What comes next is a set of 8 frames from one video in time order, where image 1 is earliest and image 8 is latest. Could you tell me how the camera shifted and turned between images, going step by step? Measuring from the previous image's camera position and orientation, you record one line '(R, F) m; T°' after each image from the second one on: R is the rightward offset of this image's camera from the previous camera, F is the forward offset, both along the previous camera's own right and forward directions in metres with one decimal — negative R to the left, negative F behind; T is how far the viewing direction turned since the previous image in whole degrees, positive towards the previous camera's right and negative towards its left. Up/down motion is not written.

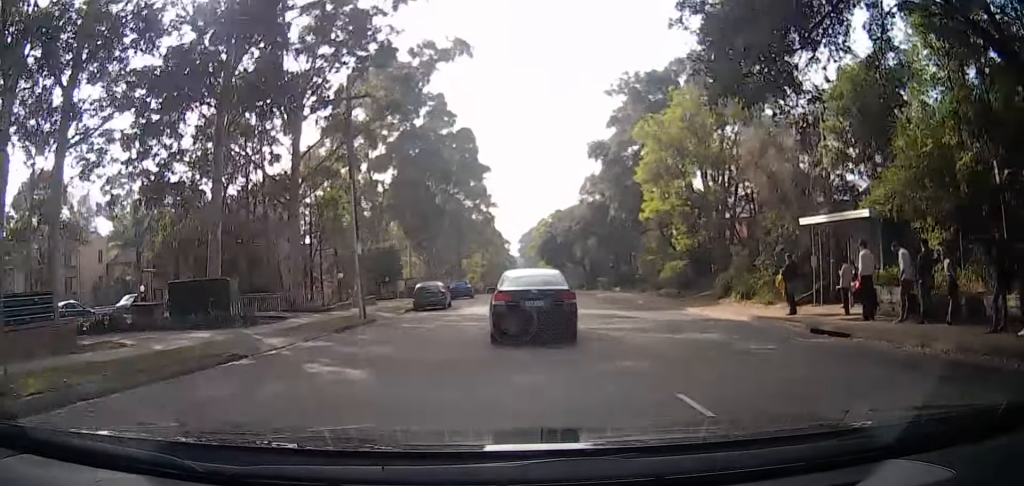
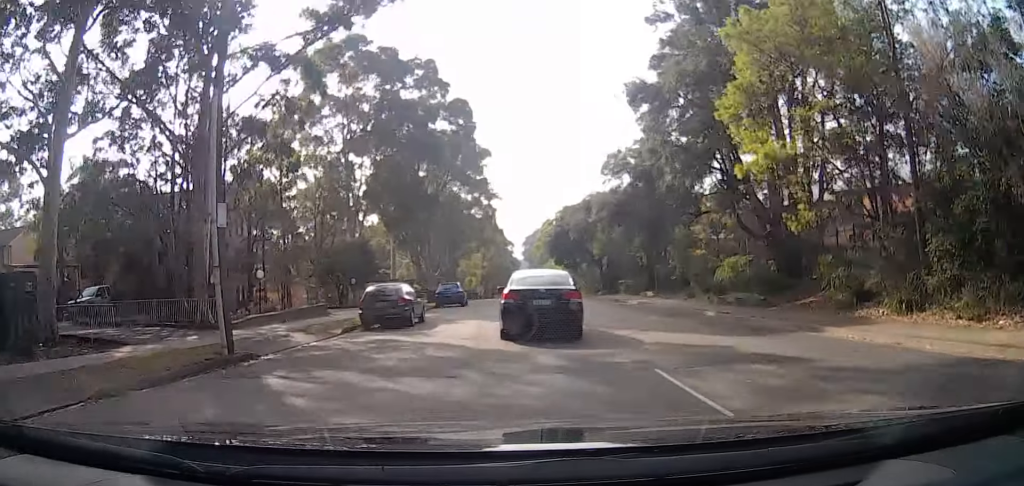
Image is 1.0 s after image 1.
(0.0, +12.0) m; 0°
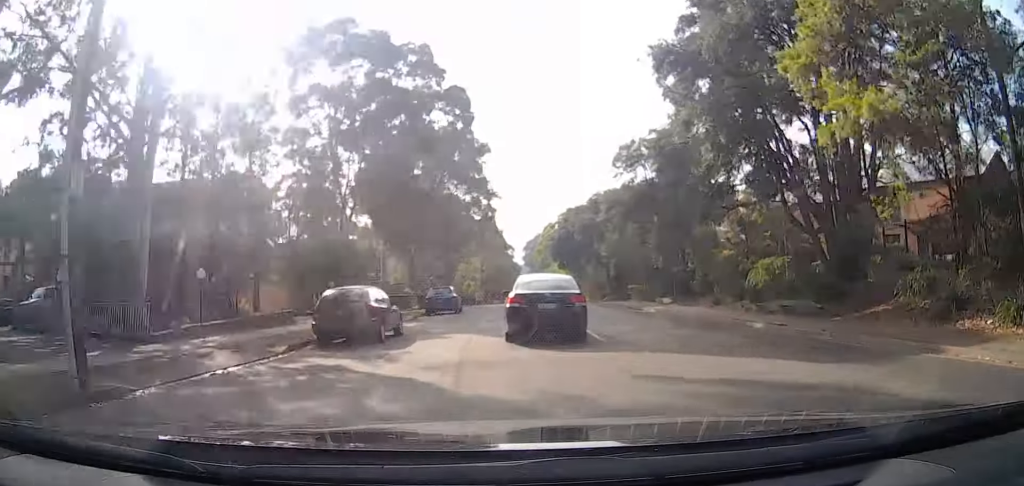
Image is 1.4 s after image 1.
(0.0, +4.5) m; 0°
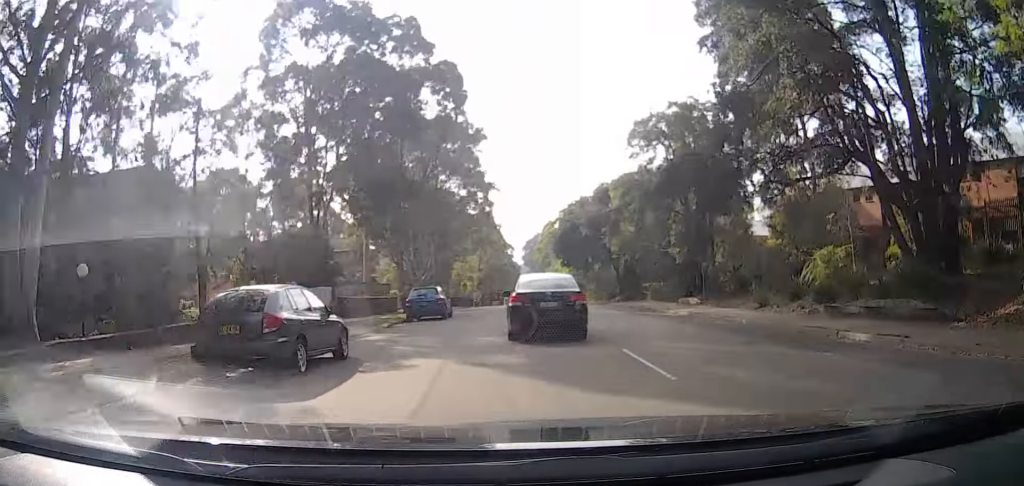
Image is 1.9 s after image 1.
(0.0, +5.5) m; 0°
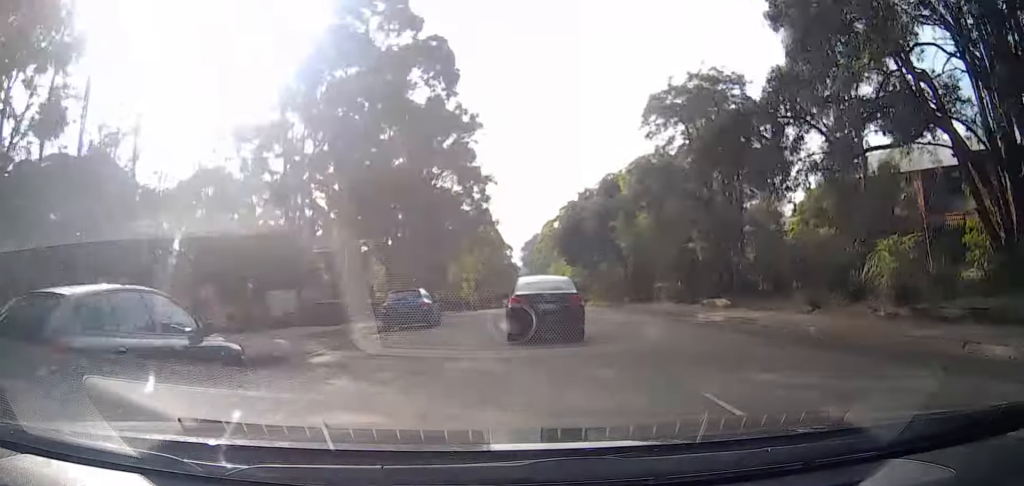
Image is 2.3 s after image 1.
(0.0, +4.3) m; 0°
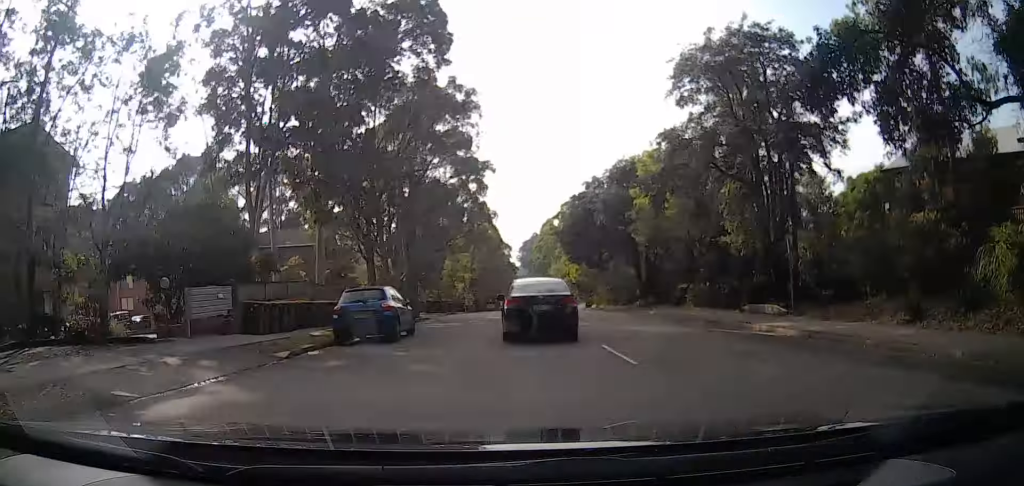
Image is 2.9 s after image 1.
(0.0, +5.7) m; 0°
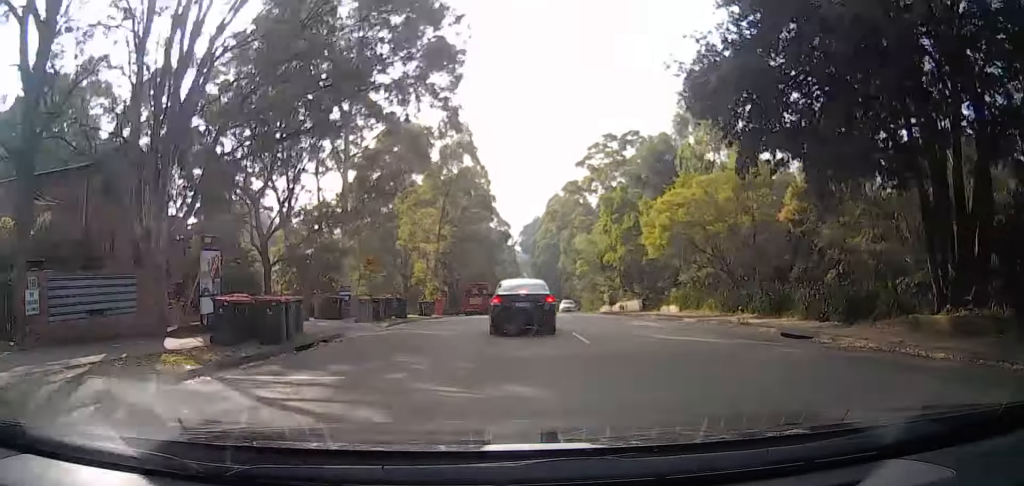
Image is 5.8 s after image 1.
(-0.2, +32.2) m; -1°
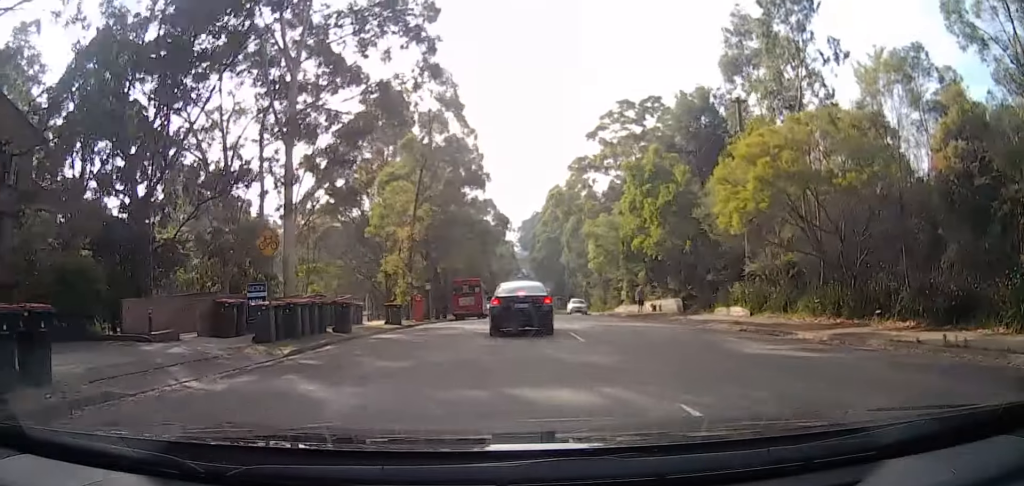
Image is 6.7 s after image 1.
(0.0, +9.8) m; +1°
